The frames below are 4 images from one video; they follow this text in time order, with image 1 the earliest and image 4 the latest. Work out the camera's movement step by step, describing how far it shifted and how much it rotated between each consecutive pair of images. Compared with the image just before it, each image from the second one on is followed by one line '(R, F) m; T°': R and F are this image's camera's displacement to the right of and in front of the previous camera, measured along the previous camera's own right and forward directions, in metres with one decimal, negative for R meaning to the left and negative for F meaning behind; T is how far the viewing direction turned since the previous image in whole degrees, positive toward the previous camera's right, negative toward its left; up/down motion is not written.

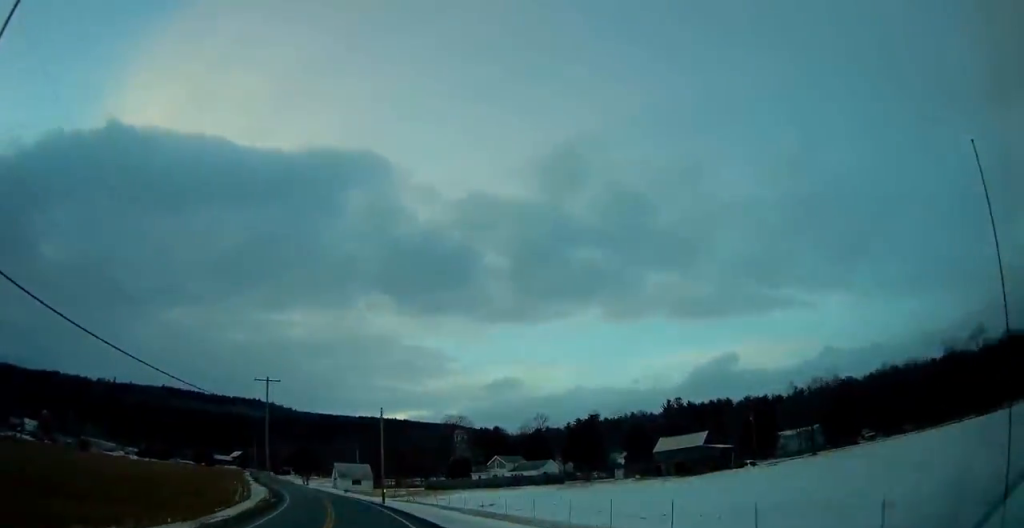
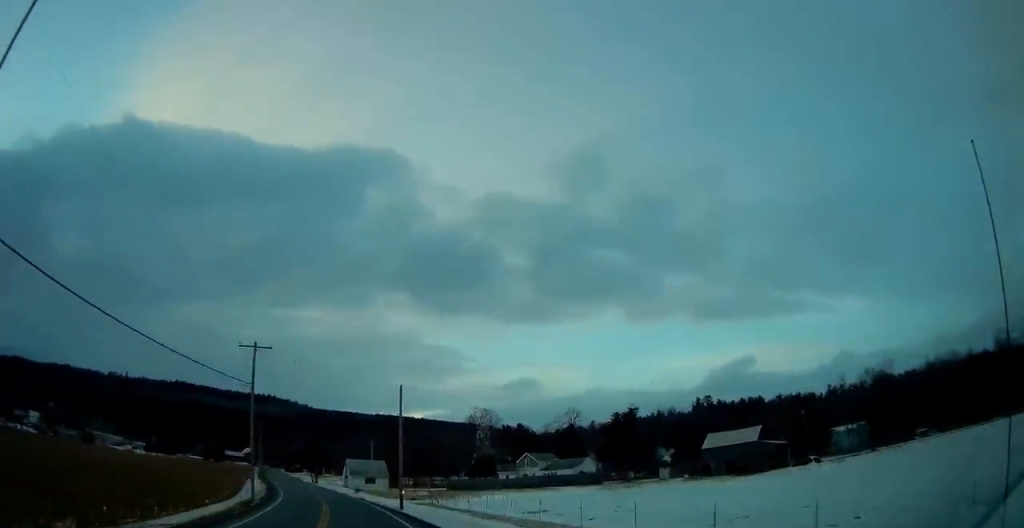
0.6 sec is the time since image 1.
(+0.3, +11.5) m; -2°
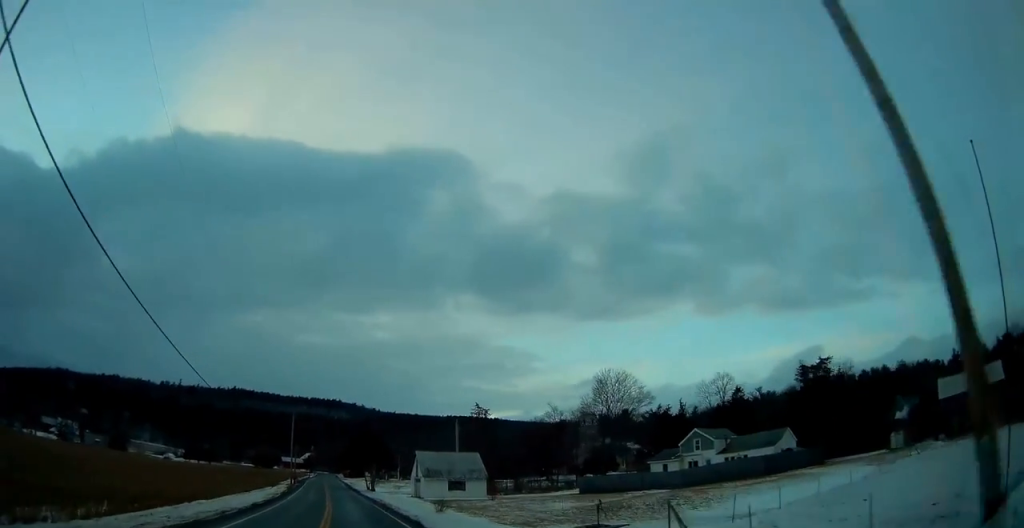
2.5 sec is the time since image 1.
(-3.1, +37.2) m; -7°
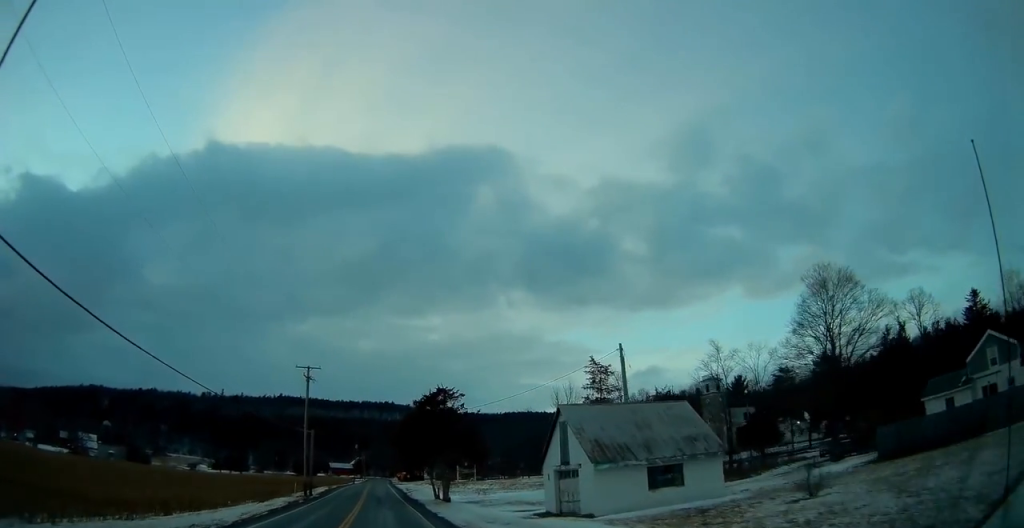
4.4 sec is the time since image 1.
(-1.5, +35.6) m; -5°
